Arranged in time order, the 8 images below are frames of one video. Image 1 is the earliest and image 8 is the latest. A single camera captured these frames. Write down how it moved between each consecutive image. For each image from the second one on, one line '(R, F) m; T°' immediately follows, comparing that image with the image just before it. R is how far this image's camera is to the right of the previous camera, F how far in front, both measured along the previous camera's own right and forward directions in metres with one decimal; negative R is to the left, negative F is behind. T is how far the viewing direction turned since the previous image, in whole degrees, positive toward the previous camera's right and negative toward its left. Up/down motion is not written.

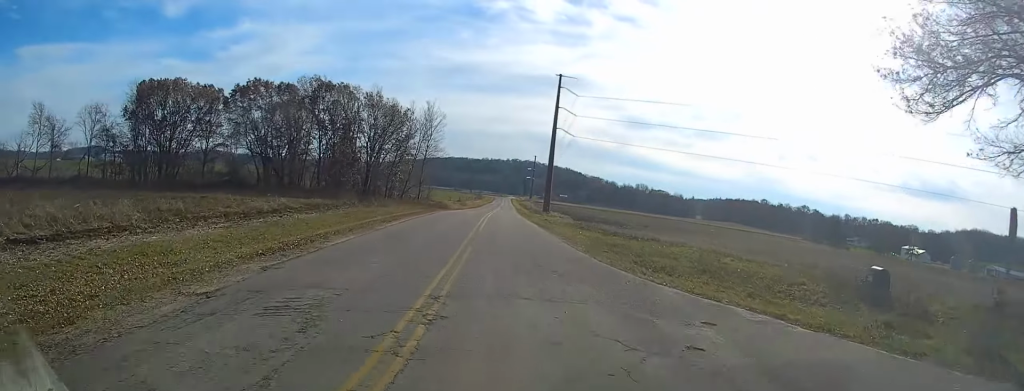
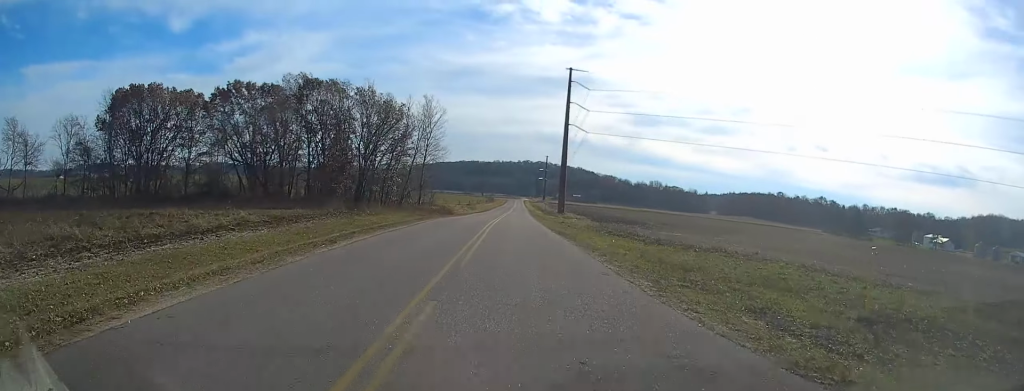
(-0.2, +10.9) m; -1°
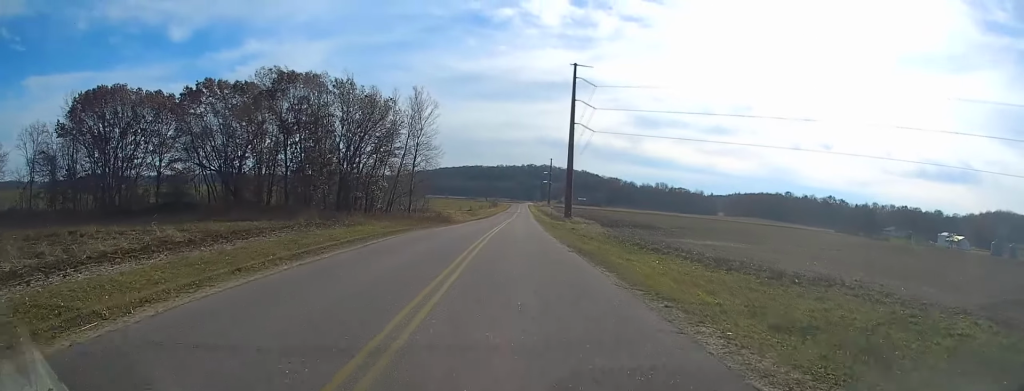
(-0.2, +11.0) m; -1°
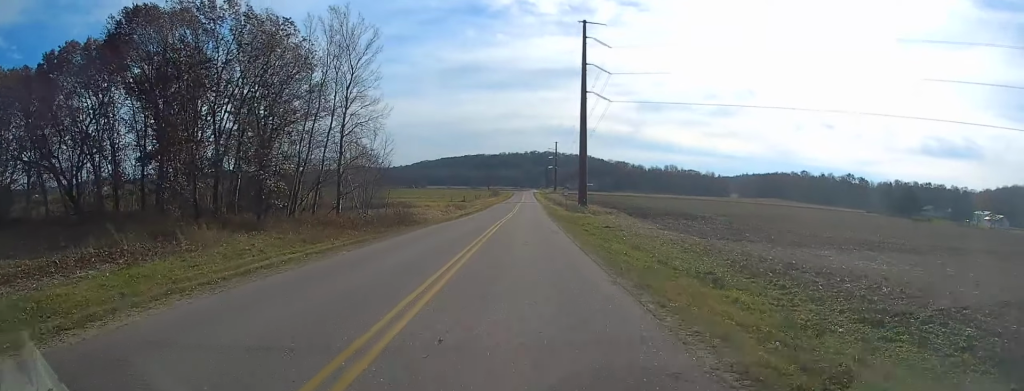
(-0.1, +31.8) m; -1°
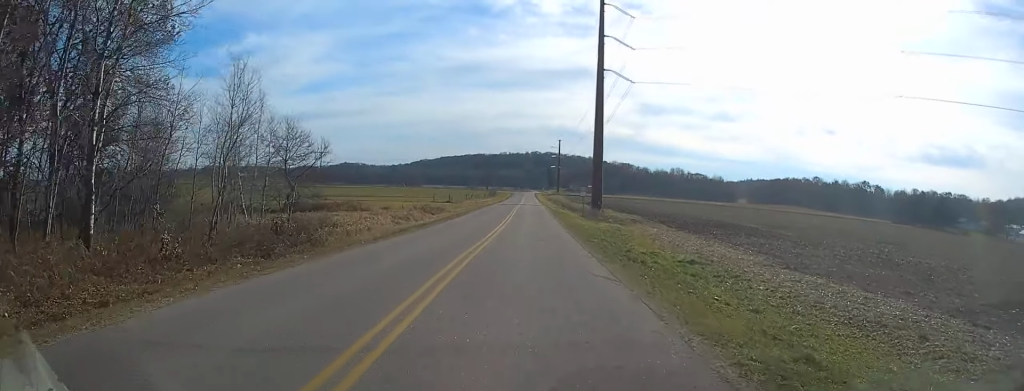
(-0.8, +28.8) m; -1°
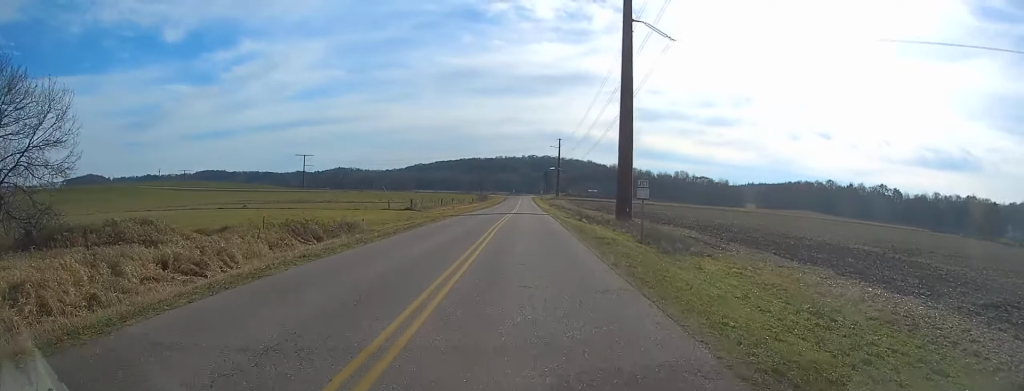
(+1.2, +36.9) m; +2°
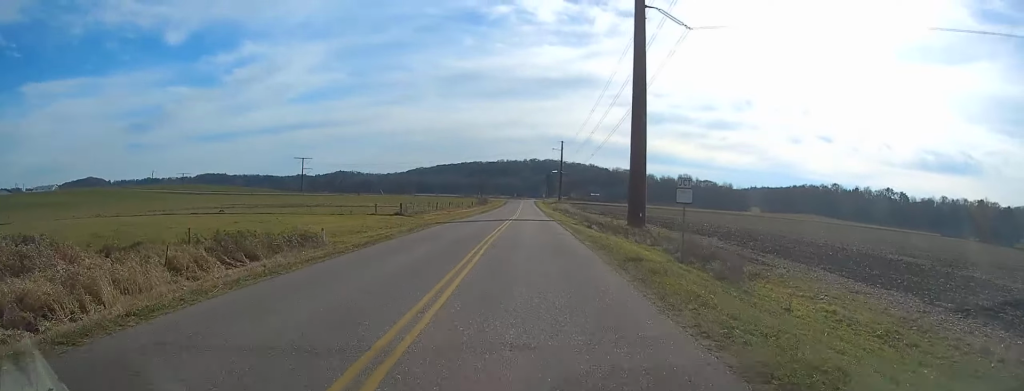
(0.0, +8.2) m; 0°
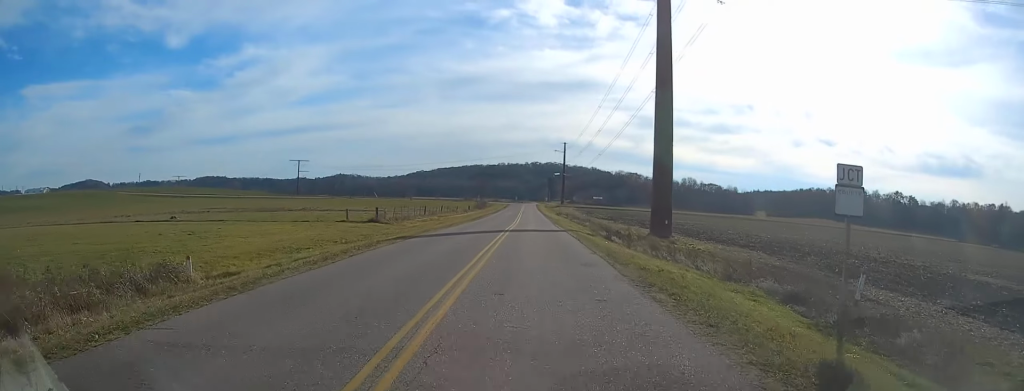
(0.0, +12.9) m; 0°
